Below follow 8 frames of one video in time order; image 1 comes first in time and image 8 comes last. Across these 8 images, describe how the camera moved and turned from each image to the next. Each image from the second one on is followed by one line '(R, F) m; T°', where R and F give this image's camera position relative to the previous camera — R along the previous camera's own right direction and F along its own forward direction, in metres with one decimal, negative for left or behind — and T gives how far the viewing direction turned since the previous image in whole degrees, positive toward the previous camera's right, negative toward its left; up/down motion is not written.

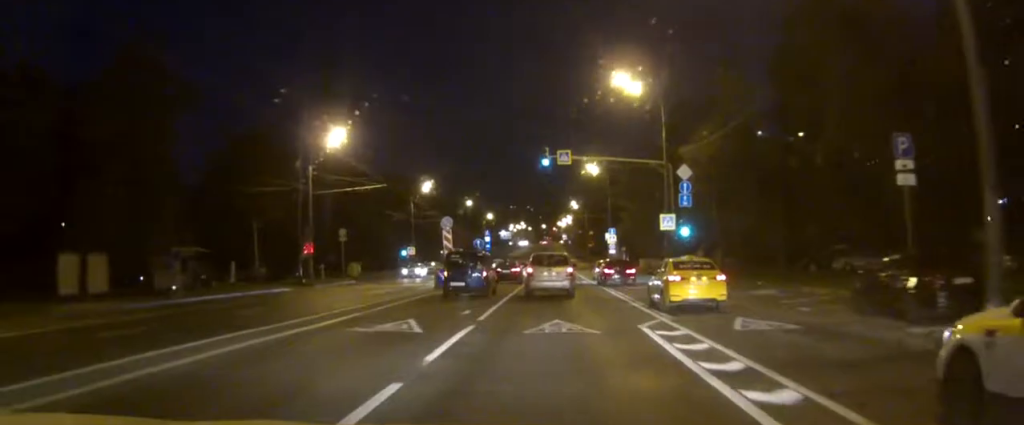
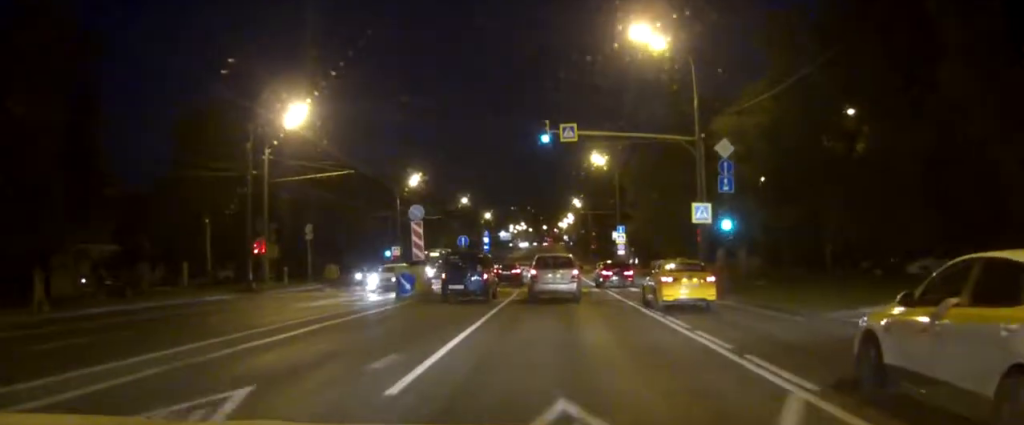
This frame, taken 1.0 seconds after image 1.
(0.0, +9.8) m; 0°
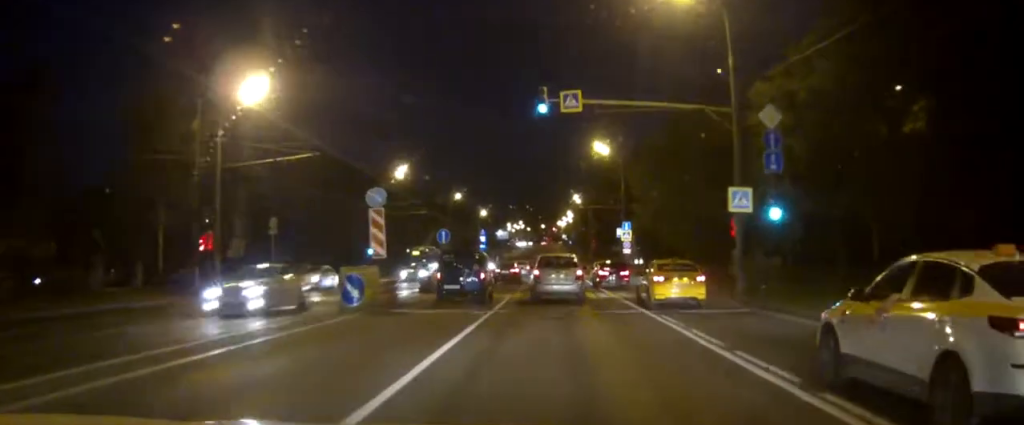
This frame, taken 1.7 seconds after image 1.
(0.0, +7.2) m; 0°
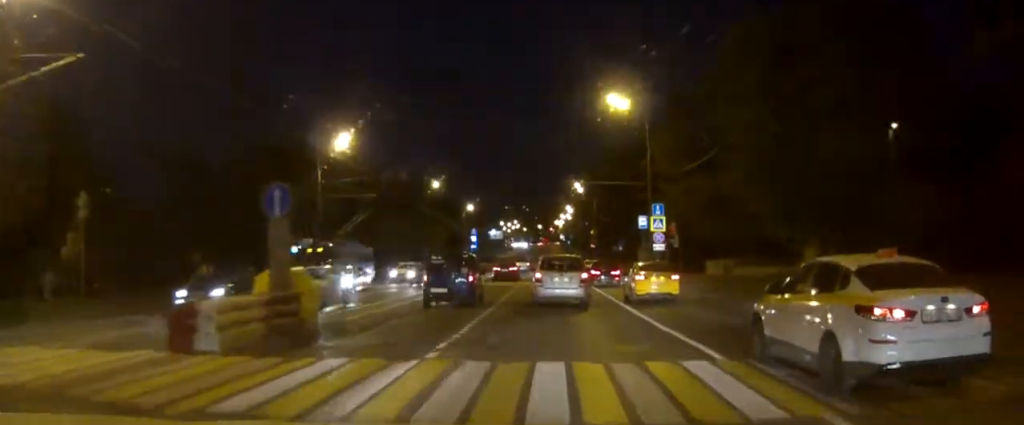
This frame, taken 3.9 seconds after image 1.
(+0.1, +22.1) m; +2°
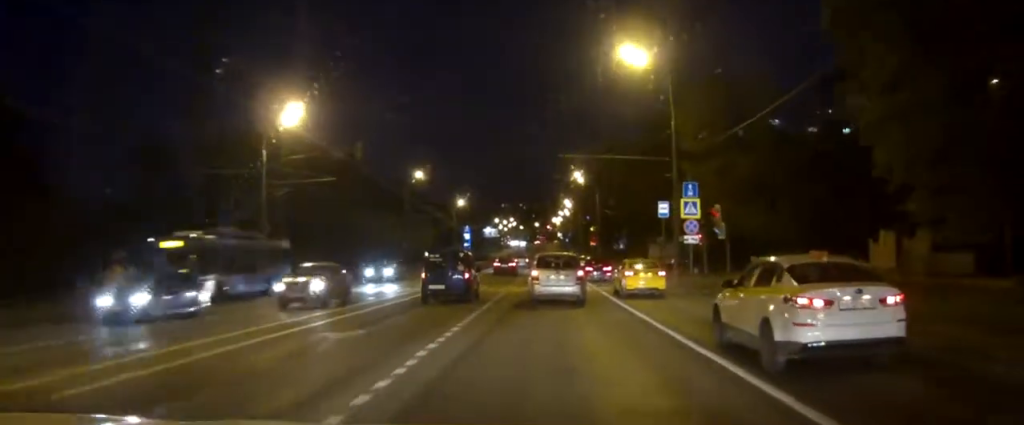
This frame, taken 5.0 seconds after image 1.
(+0.5, +11.7) m; +1°
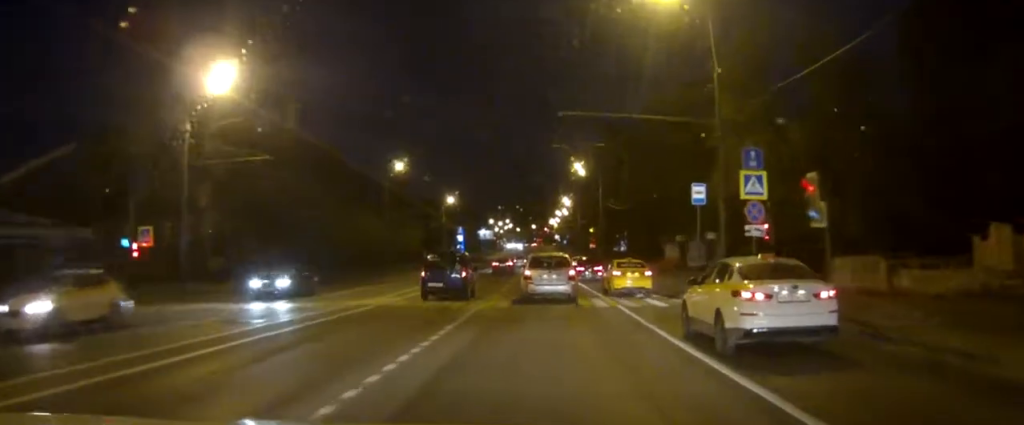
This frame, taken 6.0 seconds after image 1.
(-0.3, +11.0) m; -5°
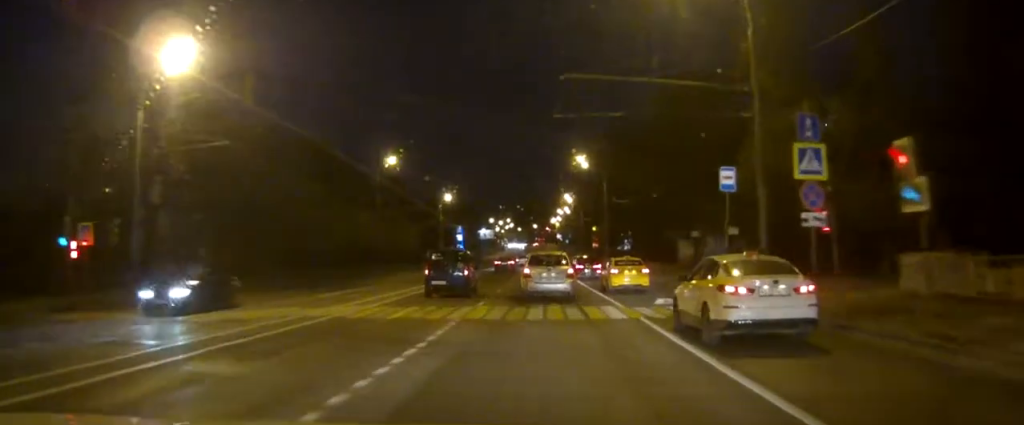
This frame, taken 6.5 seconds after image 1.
(-0.7, +5.0) m; -2°
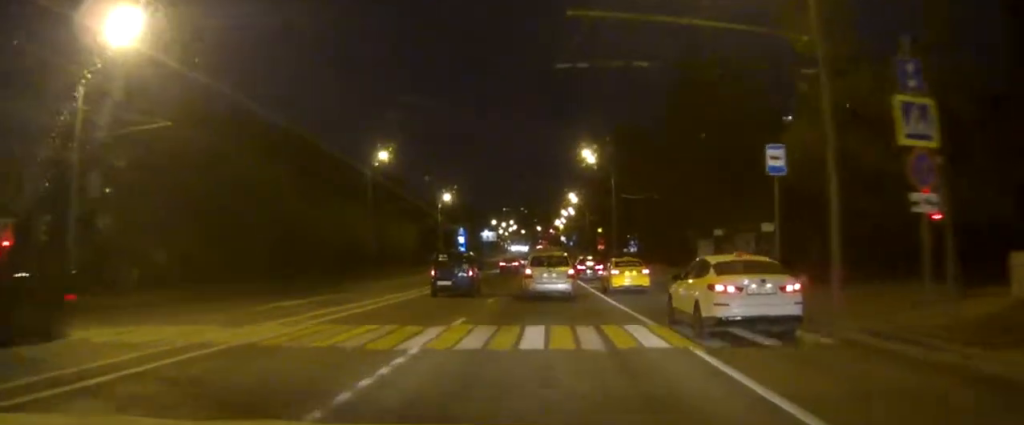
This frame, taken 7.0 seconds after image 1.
(+0.3, +5.6) m; +1°
